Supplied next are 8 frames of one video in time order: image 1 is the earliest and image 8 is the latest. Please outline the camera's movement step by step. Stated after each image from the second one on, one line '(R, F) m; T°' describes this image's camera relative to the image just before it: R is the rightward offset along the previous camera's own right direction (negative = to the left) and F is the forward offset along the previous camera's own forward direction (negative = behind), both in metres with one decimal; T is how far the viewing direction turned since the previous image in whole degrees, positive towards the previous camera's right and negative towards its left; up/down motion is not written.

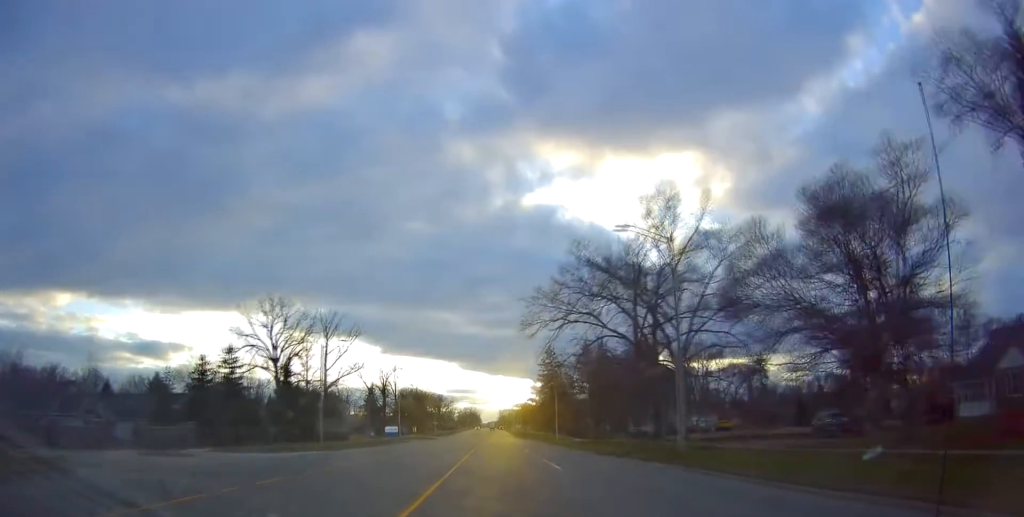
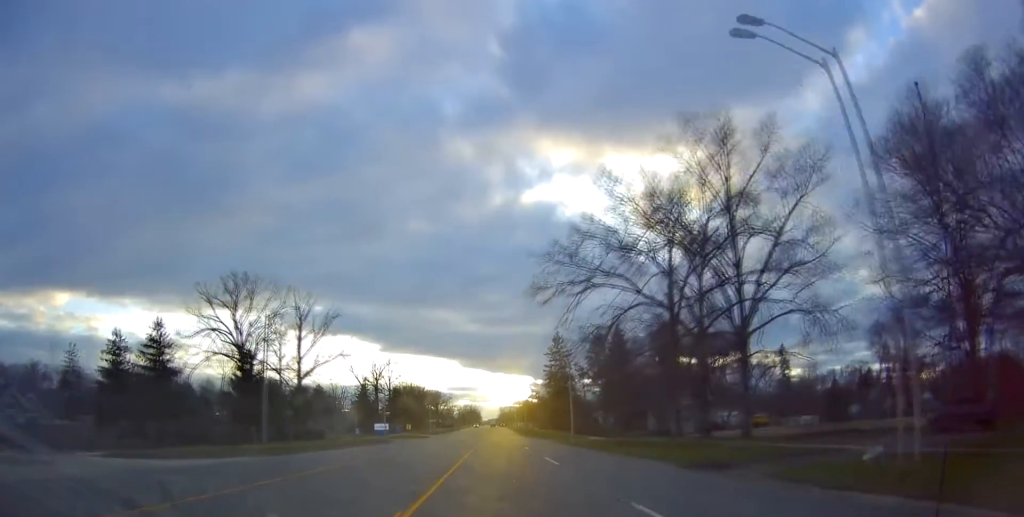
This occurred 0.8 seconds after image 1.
(0.0, +13.7) m; +1°
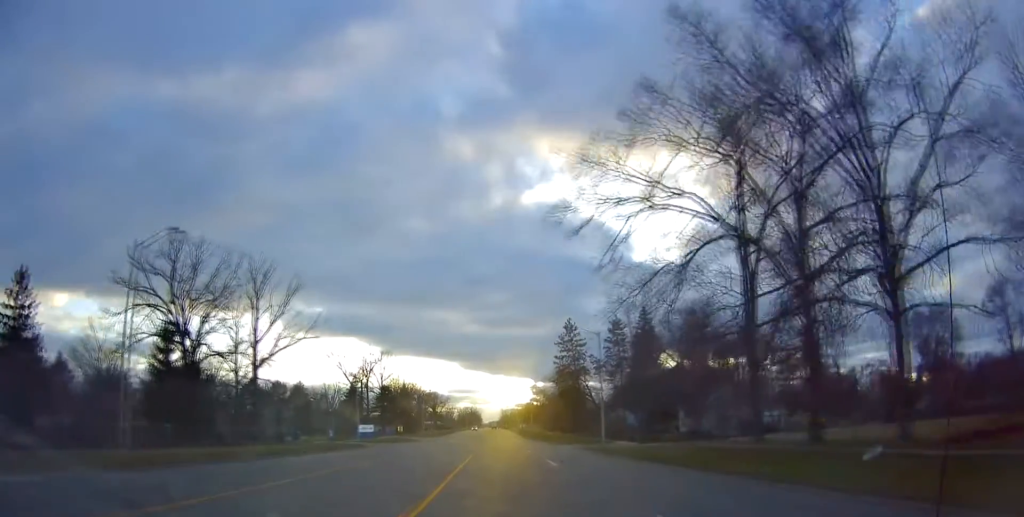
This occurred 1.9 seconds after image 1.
(+0.3, +16.7) m; 0°
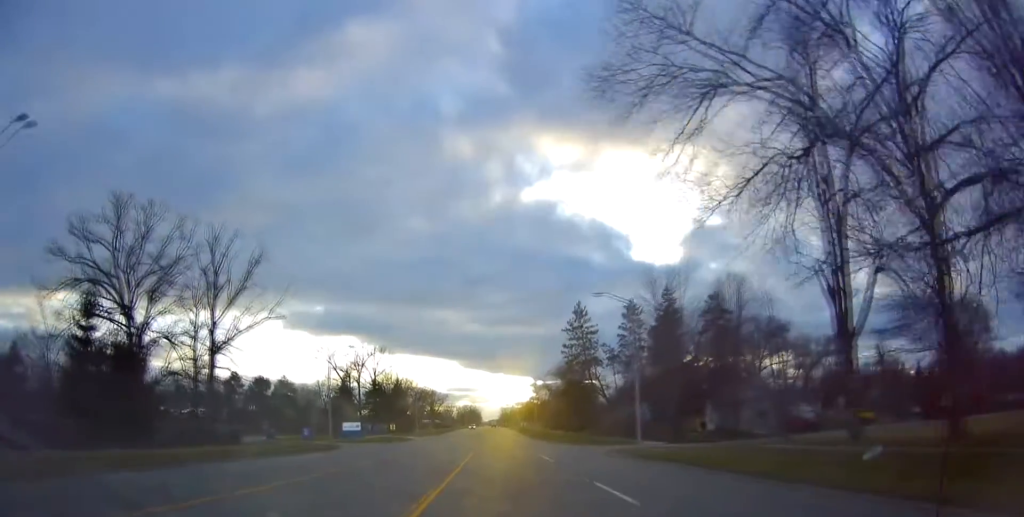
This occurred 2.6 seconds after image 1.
(0.0, +11.2) m; -1°
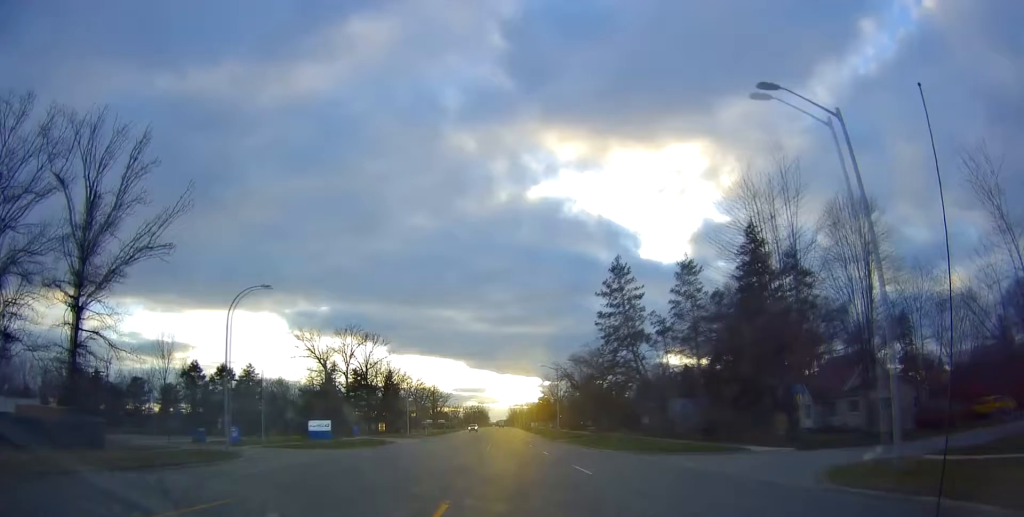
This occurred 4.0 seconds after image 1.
(-0.7, +22.6) m; -1°
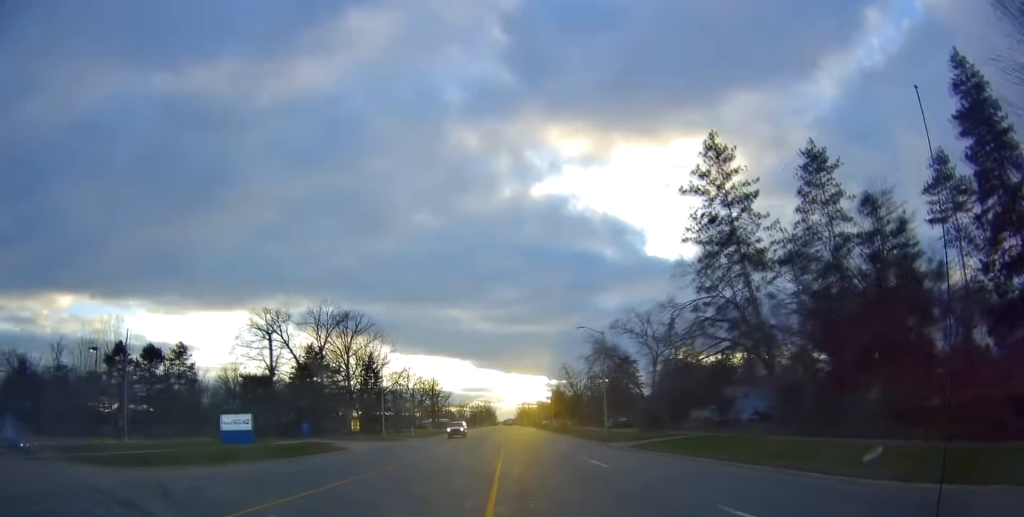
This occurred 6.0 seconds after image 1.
(+0.4, +28.2) m; +1°
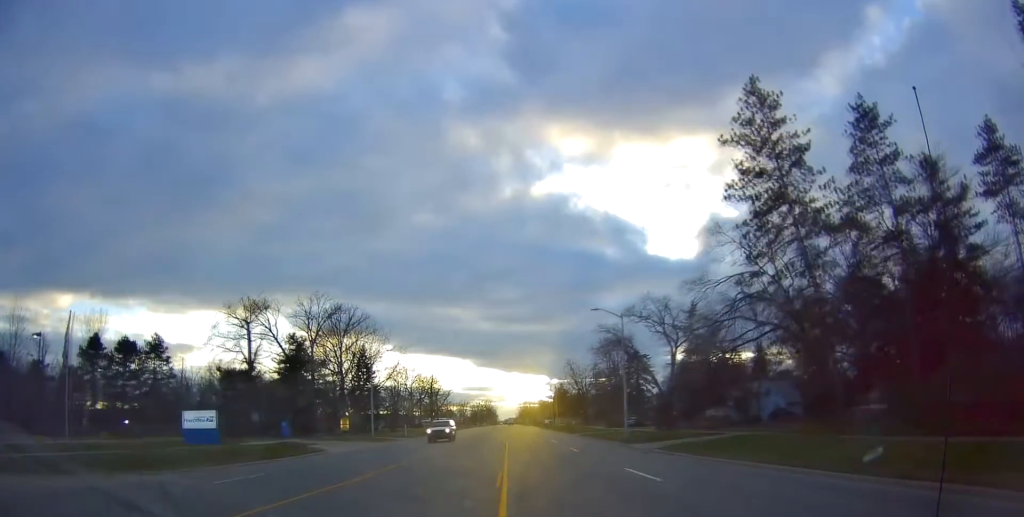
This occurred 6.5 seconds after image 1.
(-0.2, +7.2) m; 0°
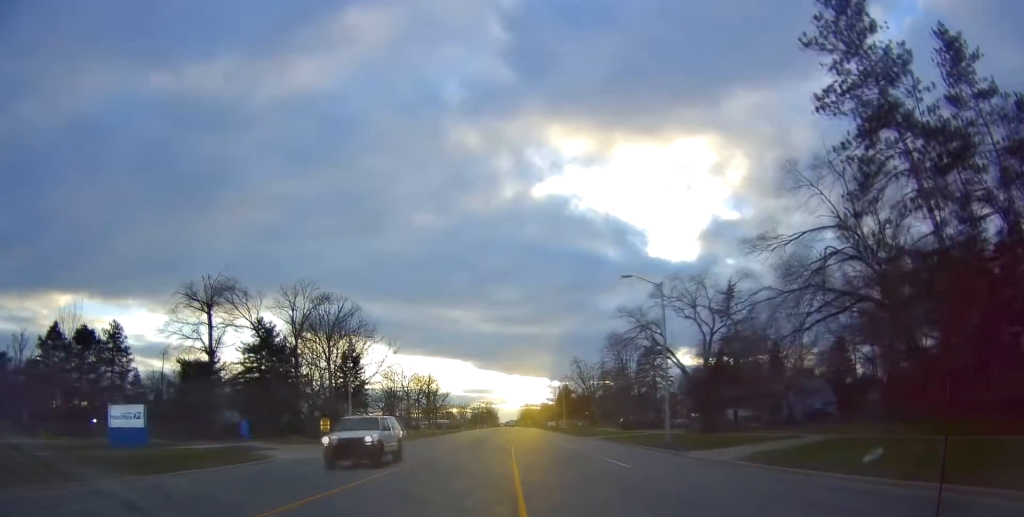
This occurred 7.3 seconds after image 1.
(+0.4, +10.4) m; +2°
